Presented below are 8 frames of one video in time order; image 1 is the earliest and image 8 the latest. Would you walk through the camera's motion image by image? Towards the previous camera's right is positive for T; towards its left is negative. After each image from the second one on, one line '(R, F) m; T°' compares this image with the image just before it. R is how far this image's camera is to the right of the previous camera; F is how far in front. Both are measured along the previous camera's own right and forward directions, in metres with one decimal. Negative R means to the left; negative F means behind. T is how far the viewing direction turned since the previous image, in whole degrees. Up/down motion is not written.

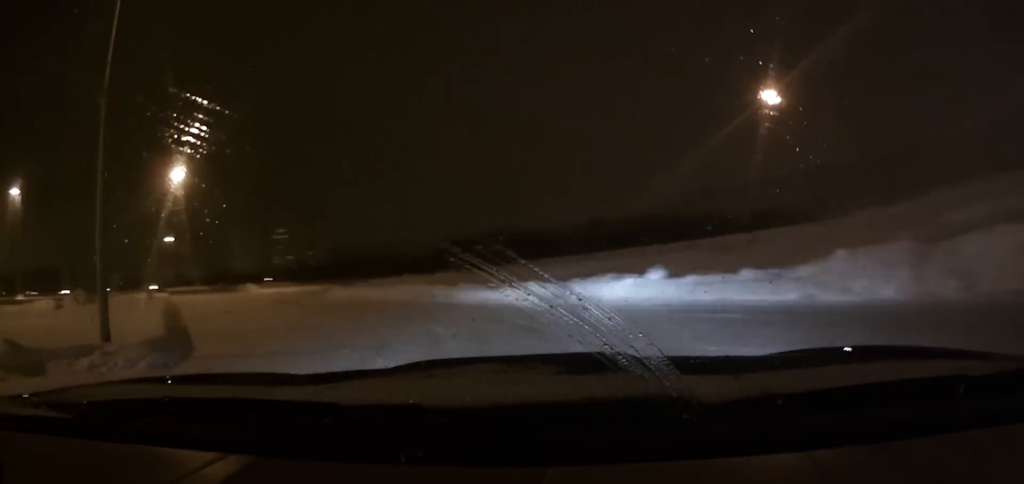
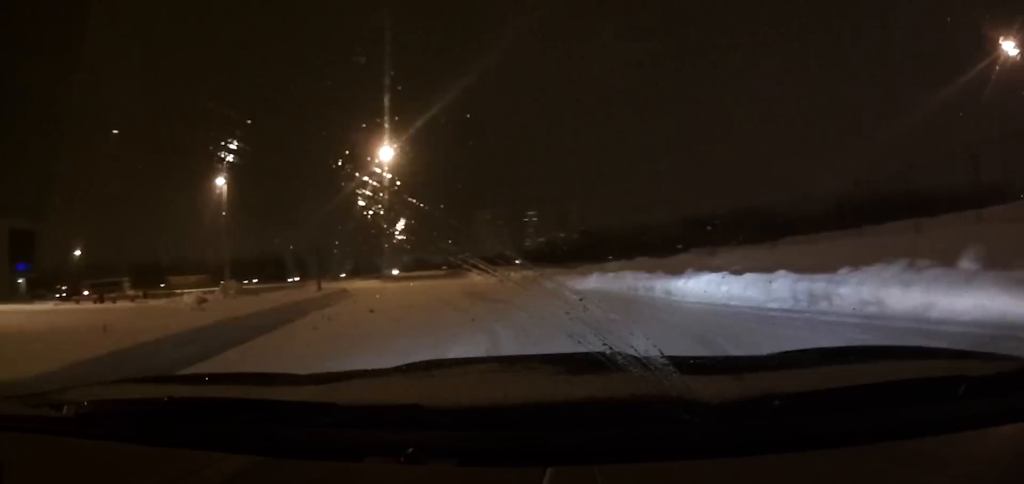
(-0.9, +4.5) m; -23°
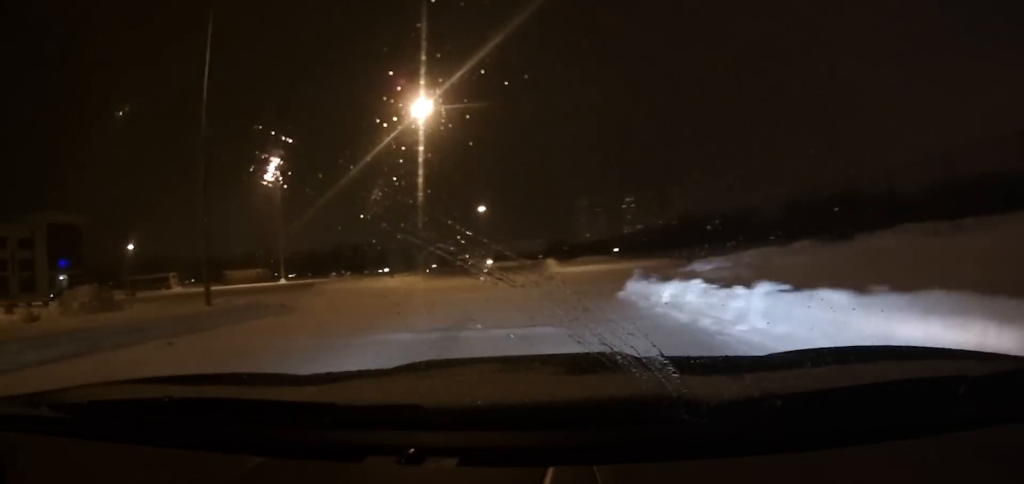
(-3.5, +11.4) m; -29°
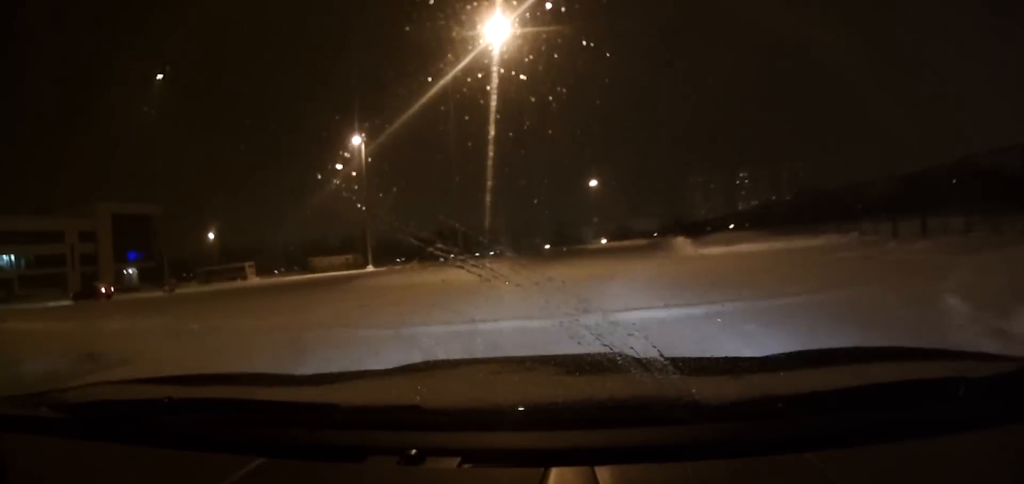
(-1.4, +11.2) m; -12°
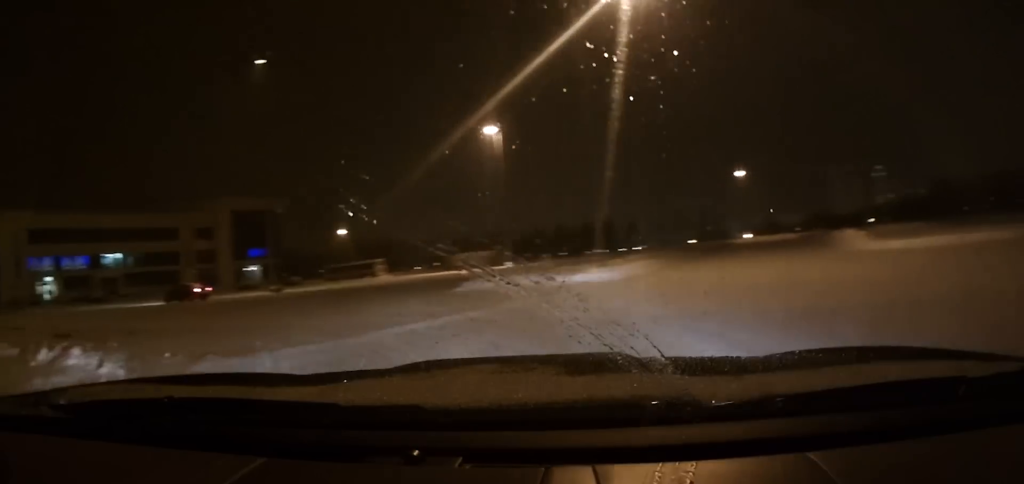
(-0.2, +5.7) m; -6°
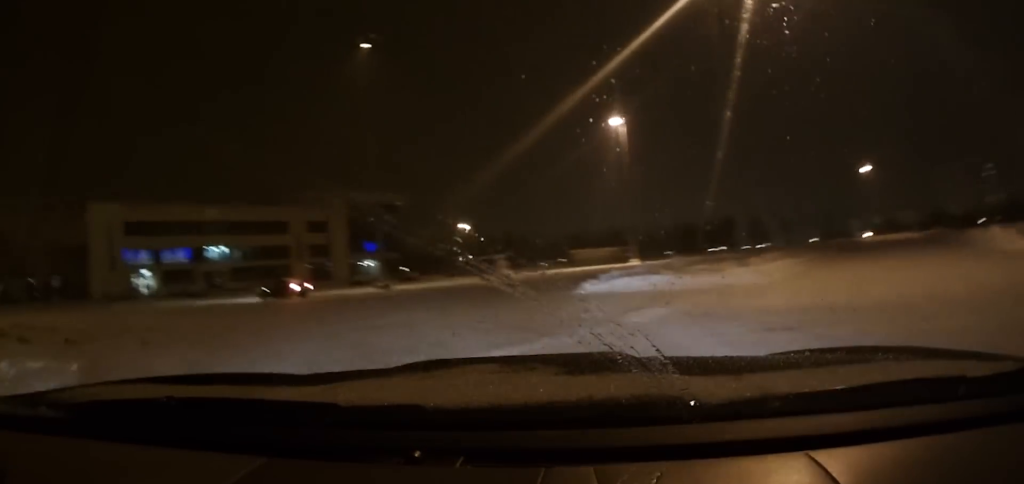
(-0.1, +3.8) m; -5°
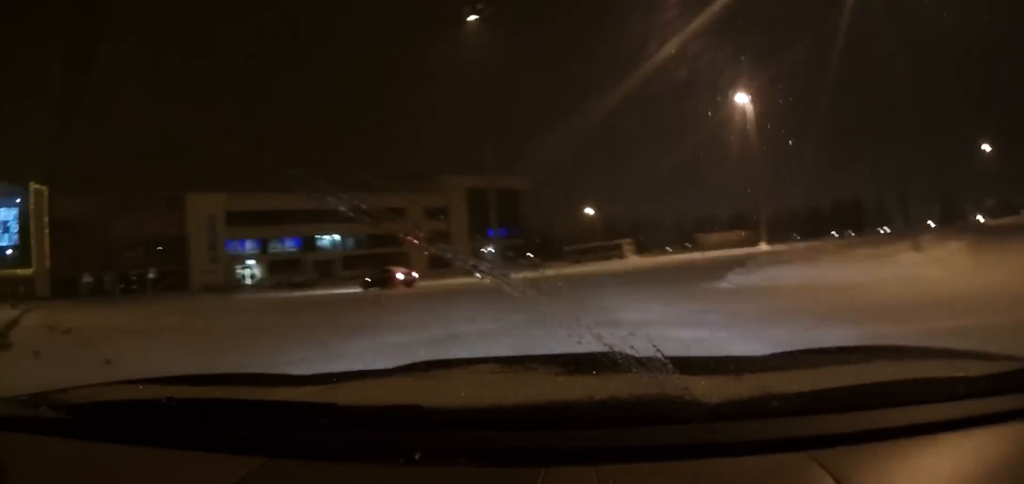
(-0.3, +4.1) m; -5°
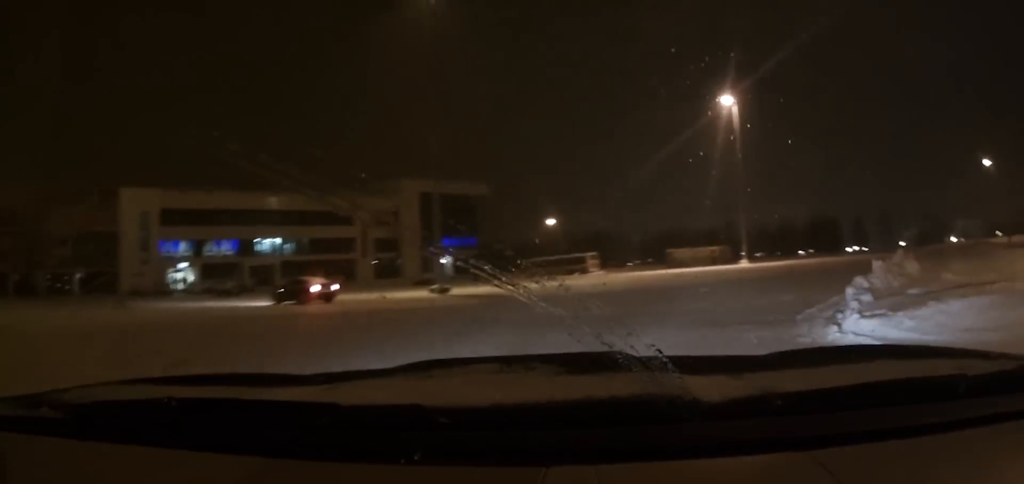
(-0.8, +8.6) m; -9°
